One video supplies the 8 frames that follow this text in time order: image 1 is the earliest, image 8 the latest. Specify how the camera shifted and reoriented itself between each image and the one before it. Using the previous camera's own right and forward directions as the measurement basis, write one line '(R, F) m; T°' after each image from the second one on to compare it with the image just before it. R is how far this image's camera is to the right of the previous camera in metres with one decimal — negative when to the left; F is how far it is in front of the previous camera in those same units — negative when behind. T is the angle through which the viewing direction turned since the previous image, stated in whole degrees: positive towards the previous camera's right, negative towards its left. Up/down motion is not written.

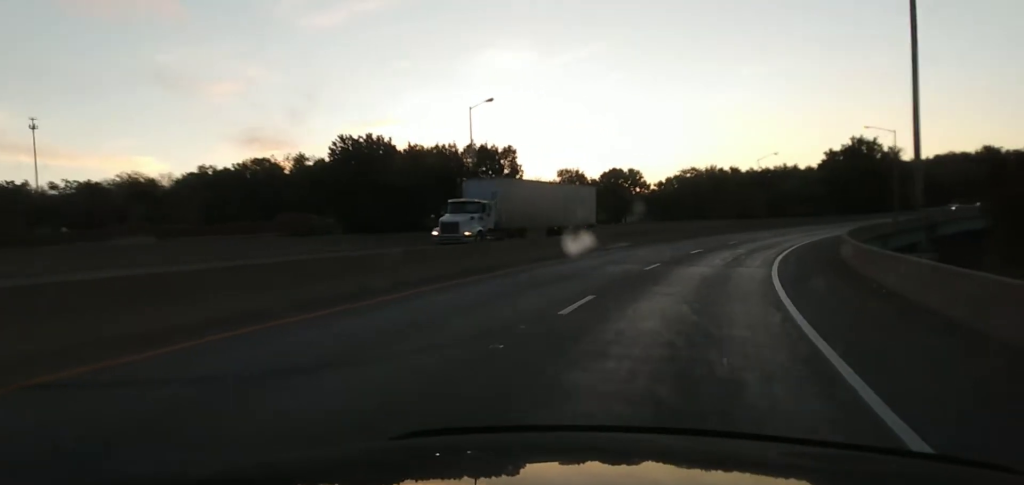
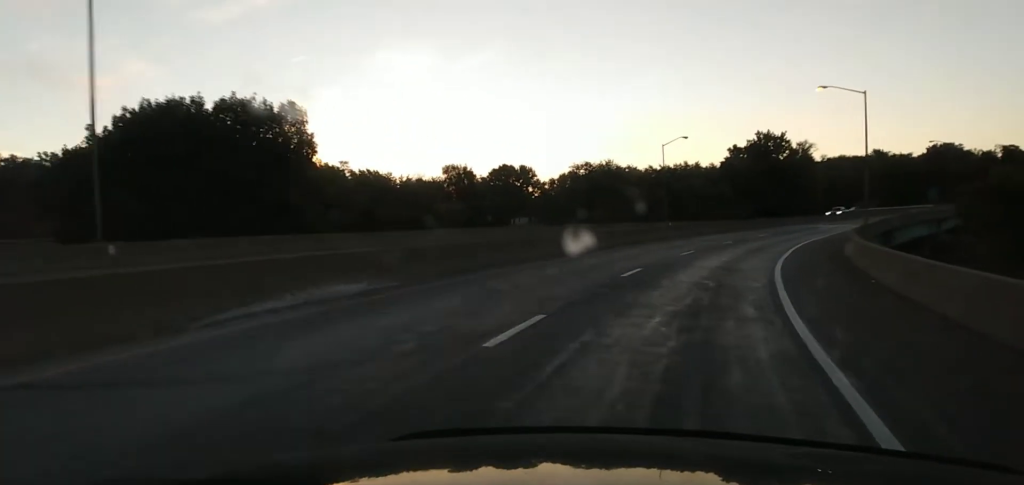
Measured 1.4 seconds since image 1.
(+1.3, +28.1) m; +8°
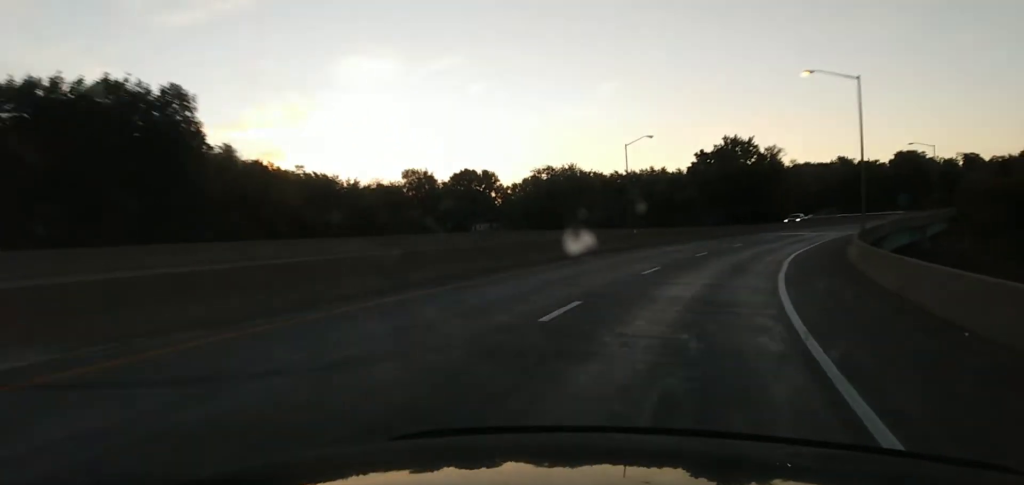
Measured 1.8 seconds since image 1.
(+0.5, +9.2) m; +3°
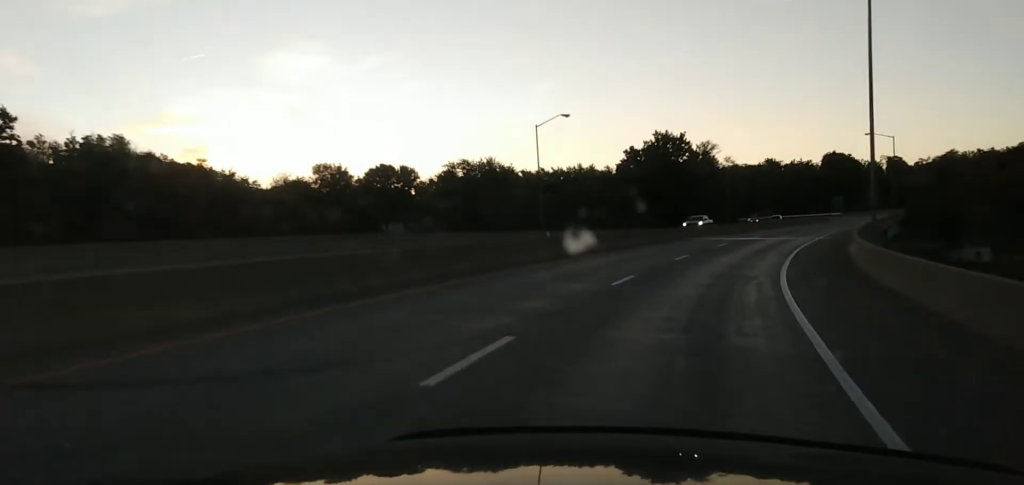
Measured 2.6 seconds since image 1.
(+0.8, +17.4) m; +5°
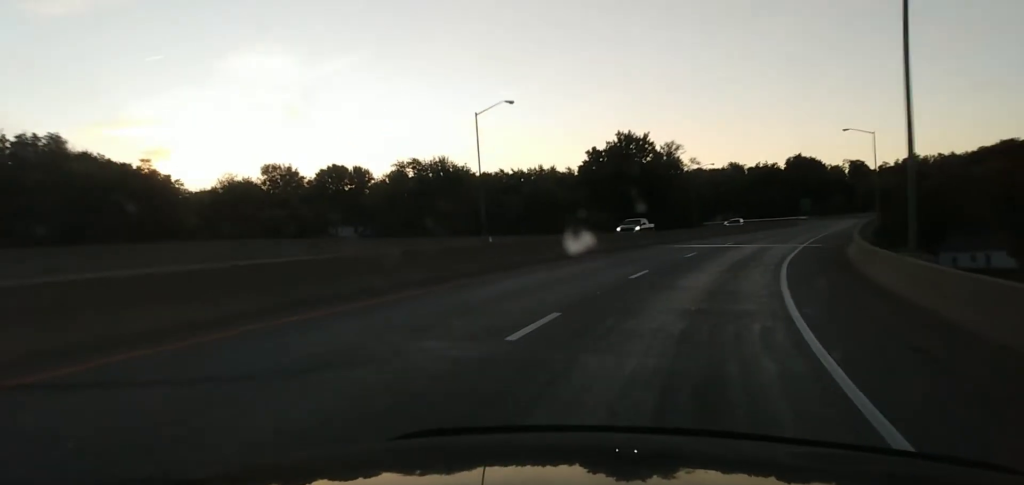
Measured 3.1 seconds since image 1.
(+0.3, +9.8) m; +2°
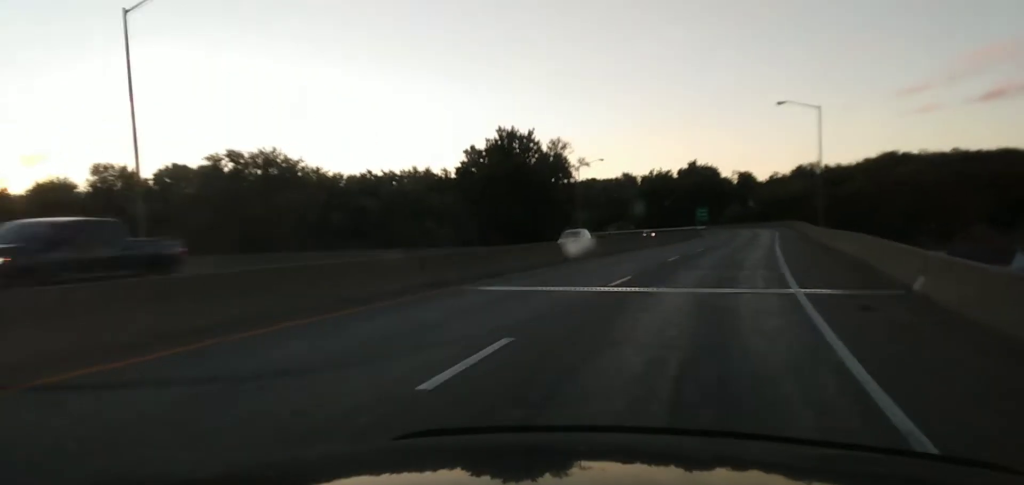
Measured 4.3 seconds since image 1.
(+0.7, +26.2) m; +6°
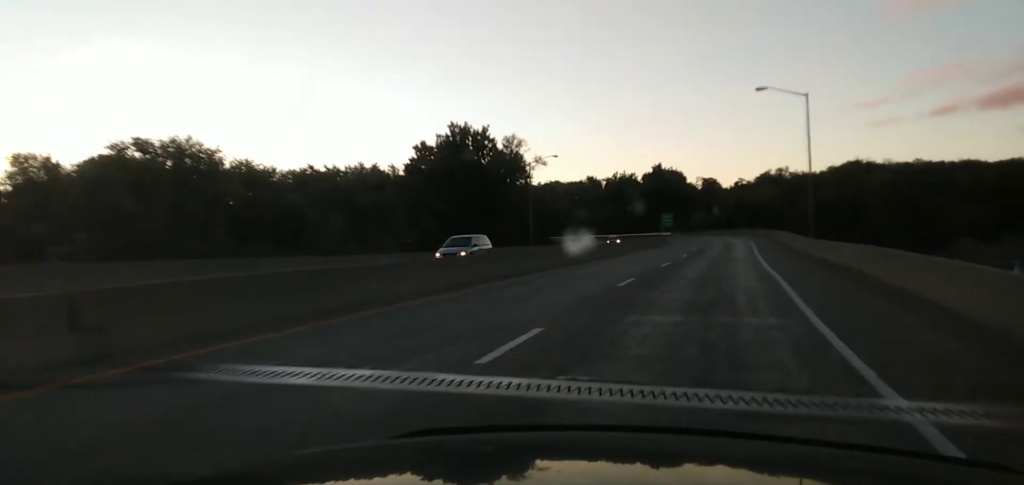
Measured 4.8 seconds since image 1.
(+0.7, +10.4) m; +3°
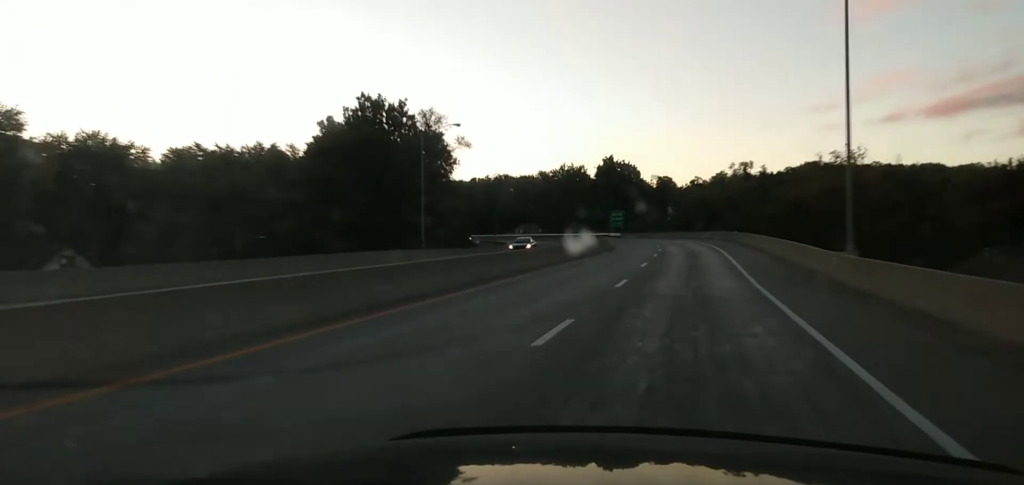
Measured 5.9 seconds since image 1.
(+1.3, +22.6) m; +4°
